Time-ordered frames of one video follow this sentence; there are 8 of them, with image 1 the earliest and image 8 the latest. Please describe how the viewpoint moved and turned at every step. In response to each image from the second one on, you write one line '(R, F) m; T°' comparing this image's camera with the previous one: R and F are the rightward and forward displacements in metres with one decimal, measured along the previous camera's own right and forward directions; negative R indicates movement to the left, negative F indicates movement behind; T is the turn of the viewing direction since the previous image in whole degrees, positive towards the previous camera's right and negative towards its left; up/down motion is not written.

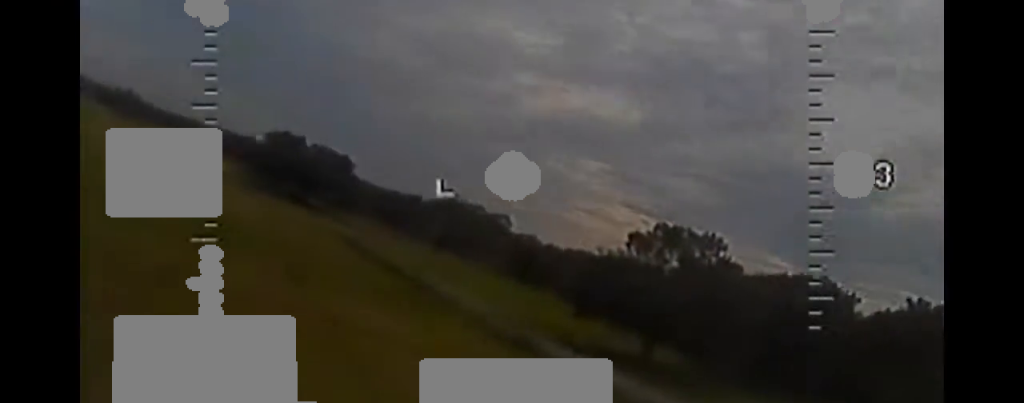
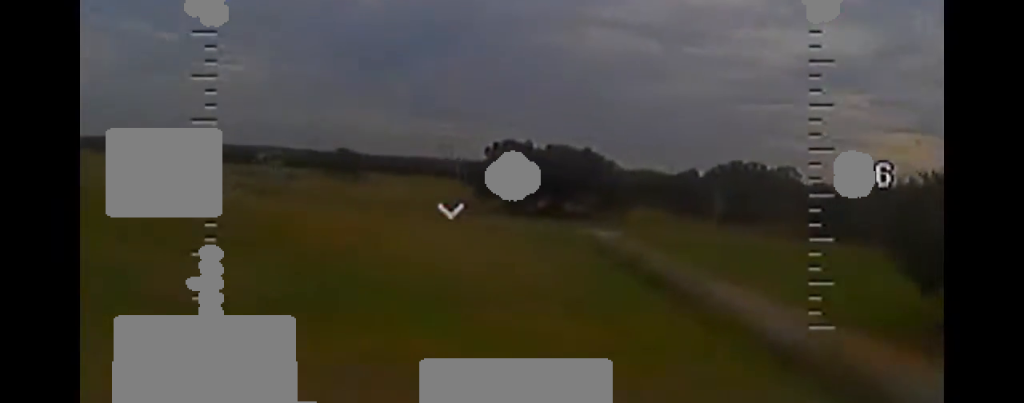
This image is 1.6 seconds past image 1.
(-1.9, +23.0) m; -13°
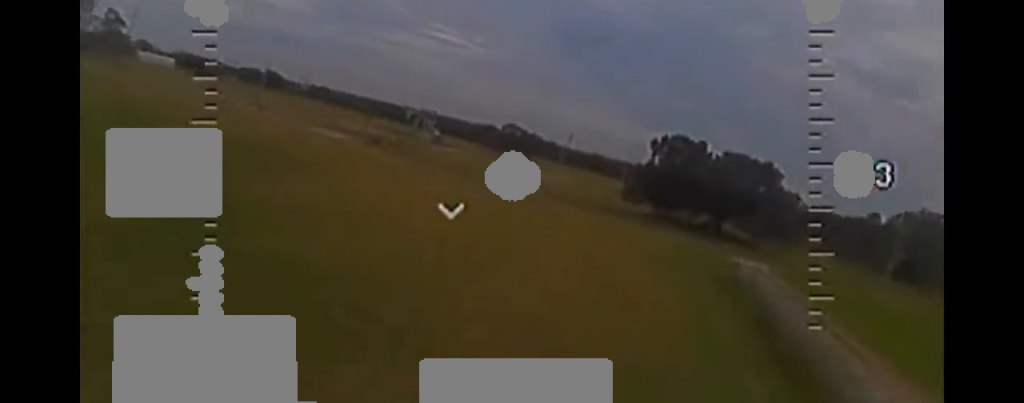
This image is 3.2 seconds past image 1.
(-3.1, +21.3) m; -17°
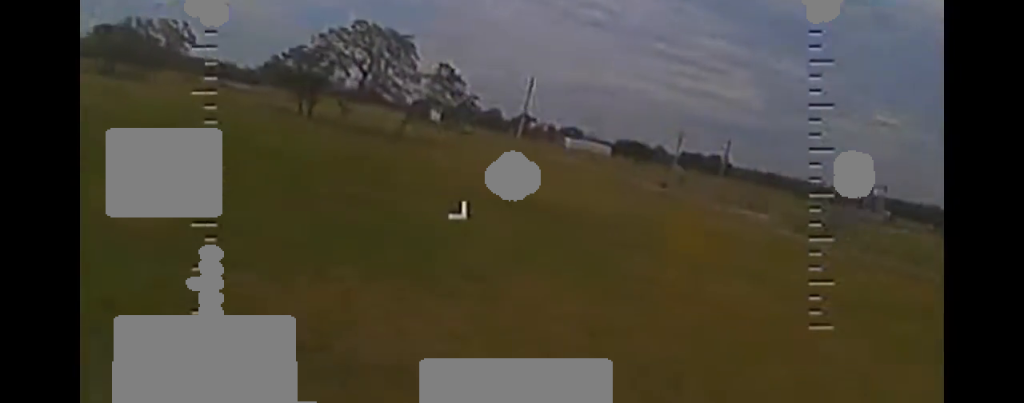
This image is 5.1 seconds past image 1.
(-5.7, +24.3) m; -30°
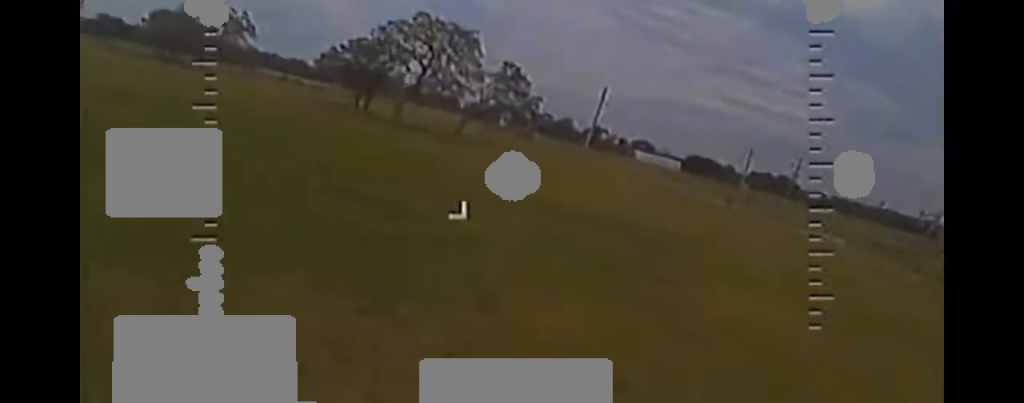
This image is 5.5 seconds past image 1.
(-0.3, +5.3) m; -7°
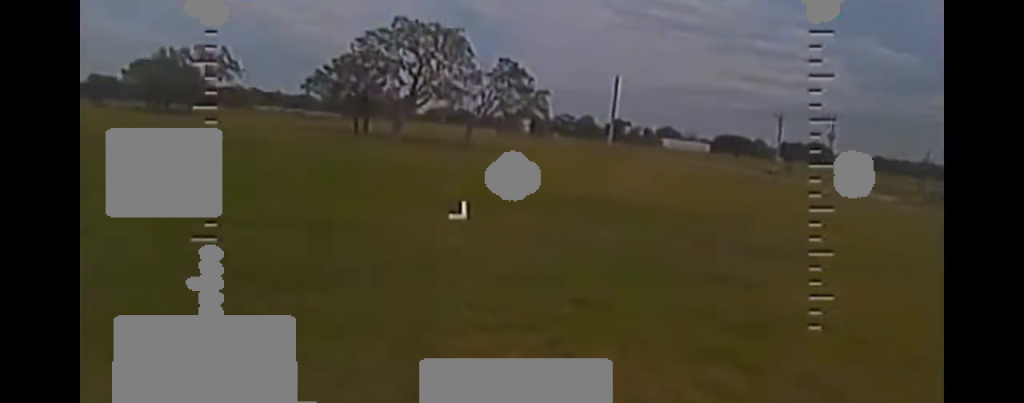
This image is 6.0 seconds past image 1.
(-0.5, +6.5) m; -7°
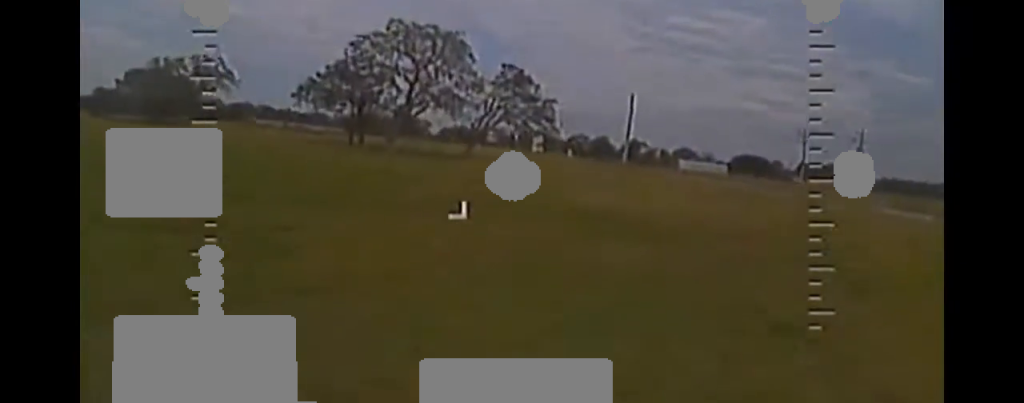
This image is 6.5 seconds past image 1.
(-0.7, +6.6) m; -5°
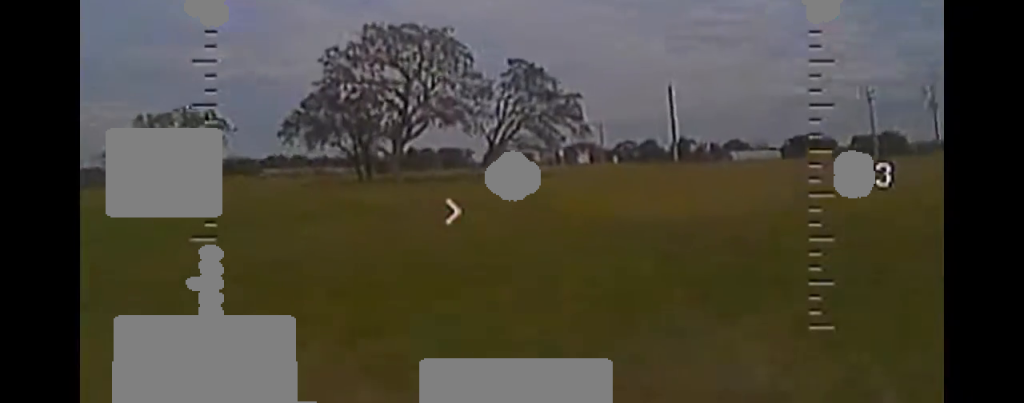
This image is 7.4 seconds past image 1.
(-0.7, +12.1) m; -4°
